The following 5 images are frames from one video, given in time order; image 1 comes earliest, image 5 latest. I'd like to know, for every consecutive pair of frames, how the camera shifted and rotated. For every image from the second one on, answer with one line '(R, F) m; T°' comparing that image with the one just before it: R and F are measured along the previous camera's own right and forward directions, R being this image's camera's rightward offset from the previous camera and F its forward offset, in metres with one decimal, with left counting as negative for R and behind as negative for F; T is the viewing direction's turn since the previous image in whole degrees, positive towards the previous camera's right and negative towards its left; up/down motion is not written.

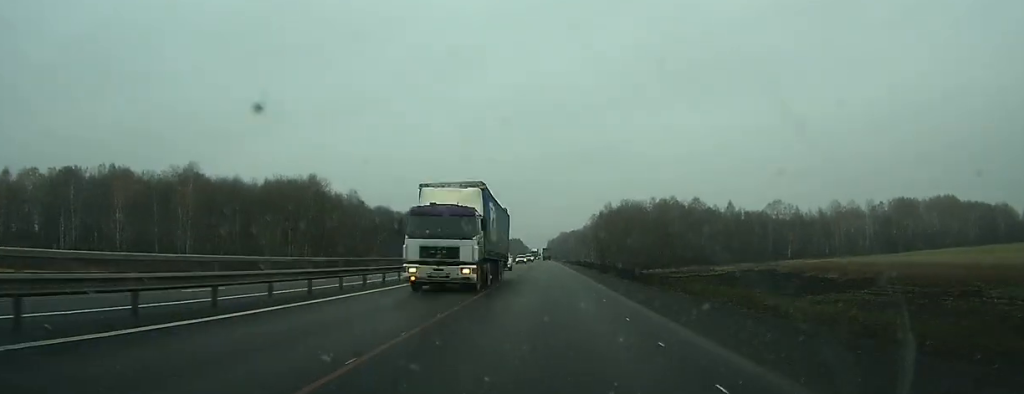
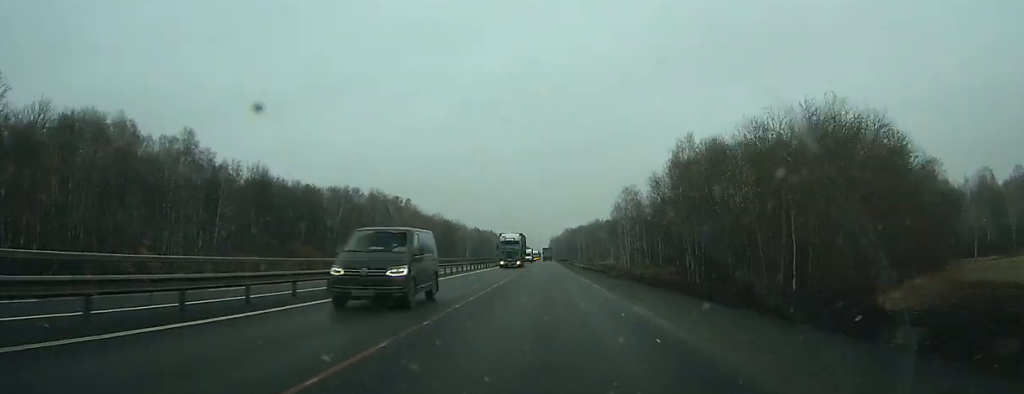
(+0.1, +94.0) m; 0°
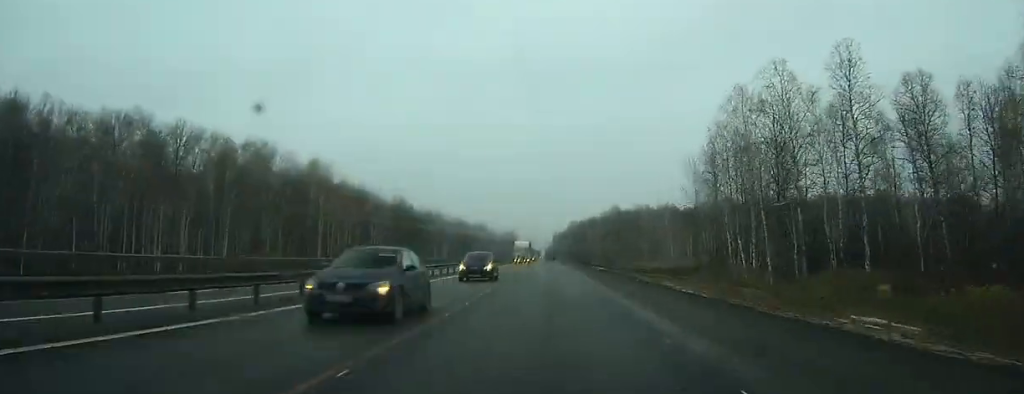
(-0.3, +83.8) m; 0°
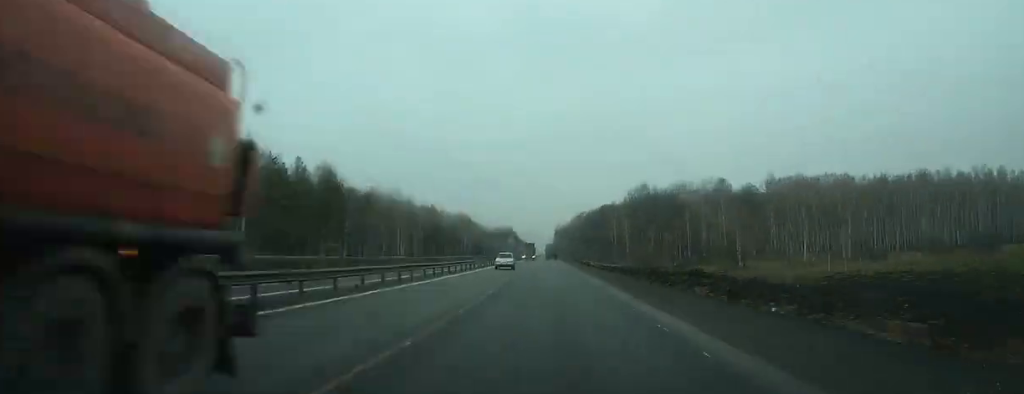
(+0.1, +73.9) m; 0°
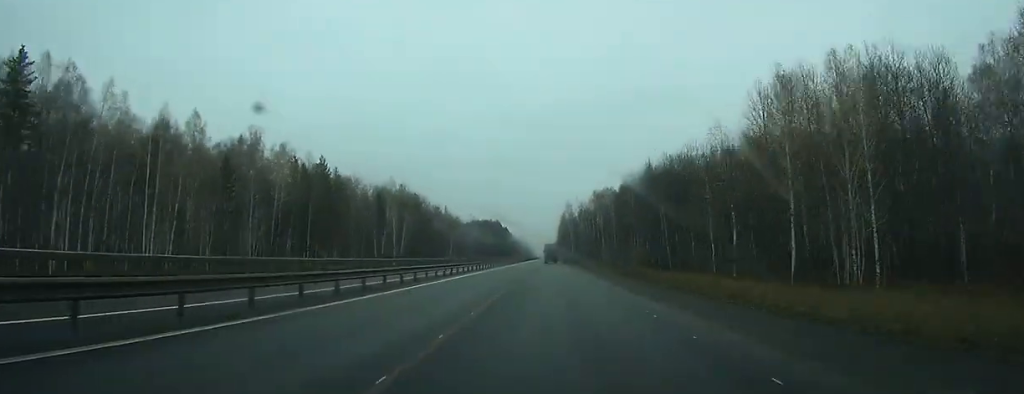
(-0.4, +122.7) m; 0°
